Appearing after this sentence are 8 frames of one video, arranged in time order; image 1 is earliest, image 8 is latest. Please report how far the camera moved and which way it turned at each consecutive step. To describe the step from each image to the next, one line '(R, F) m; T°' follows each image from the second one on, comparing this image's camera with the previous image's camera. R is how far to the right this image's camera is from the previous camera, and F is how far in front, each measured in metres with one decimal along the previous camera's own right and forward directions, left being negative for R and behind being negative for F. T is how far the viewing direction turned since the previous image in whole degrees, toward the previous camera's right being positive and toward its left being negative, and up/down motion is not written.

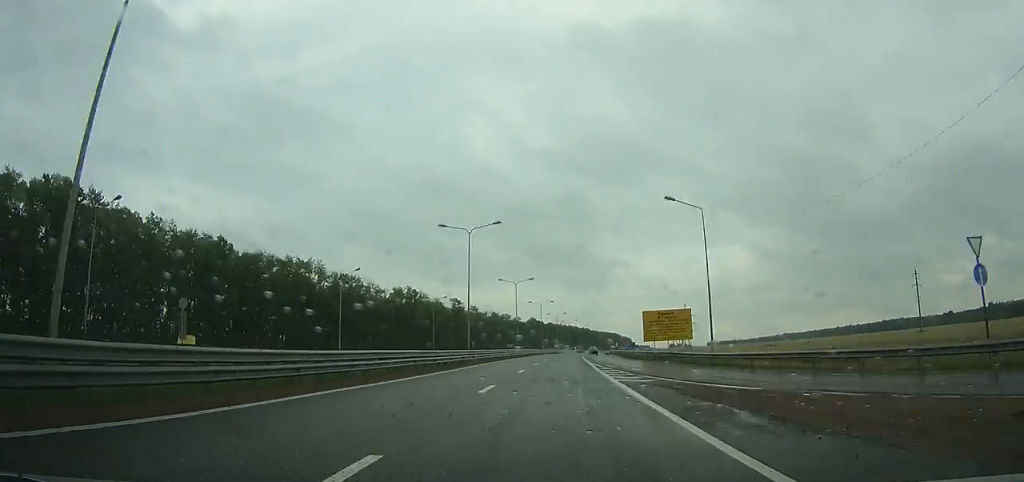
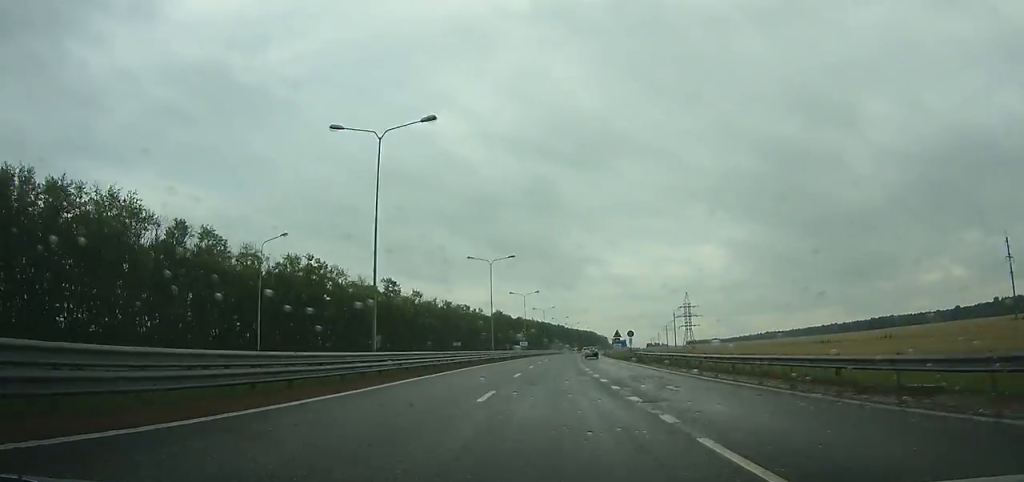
(+1.4, +62.4) m; +2°
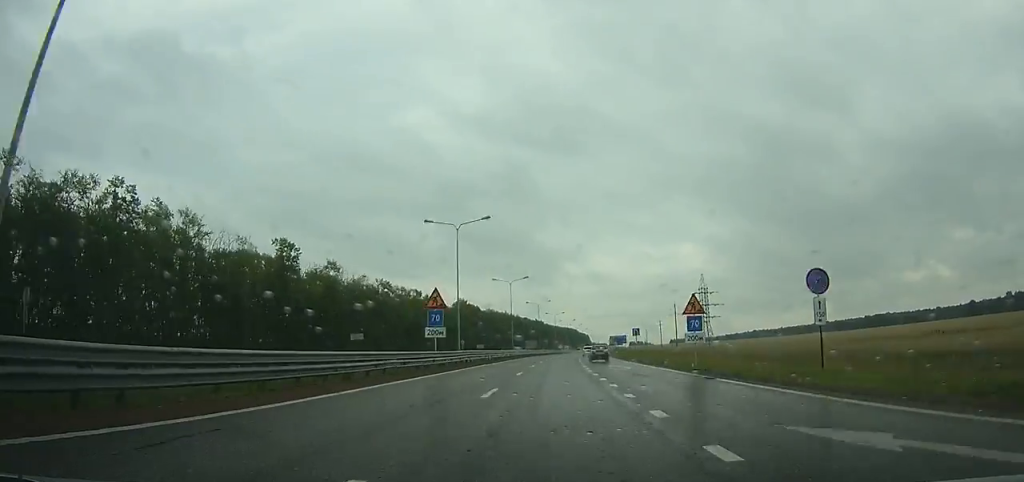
(+1.0, +59.4) m; +2°
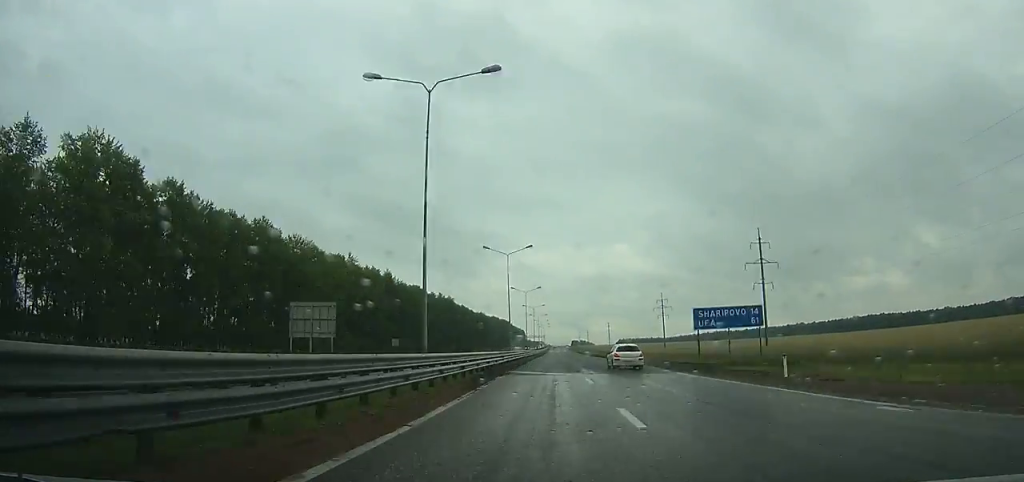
(+8.5, +184.8) m; +5°
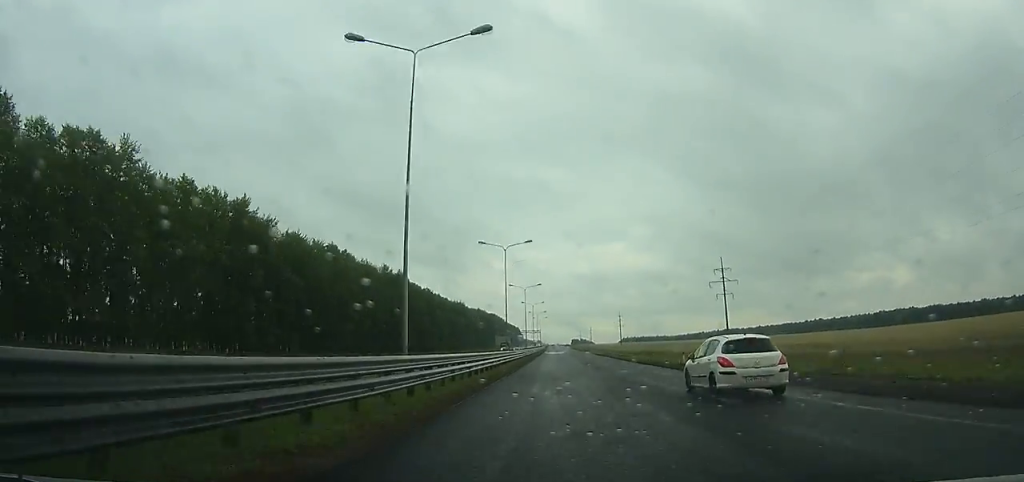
(+1.7, +82.9) m; +1°
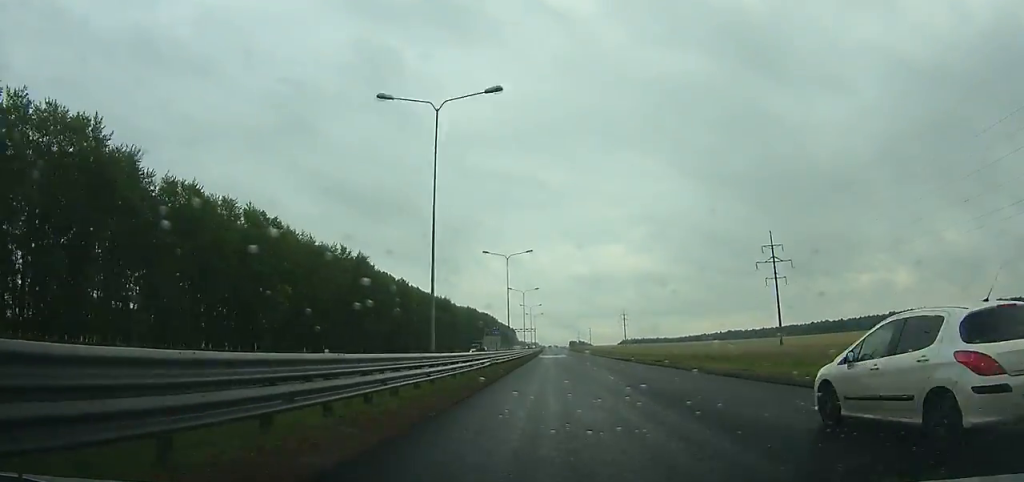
(+0.1, +34.6) m; 0°
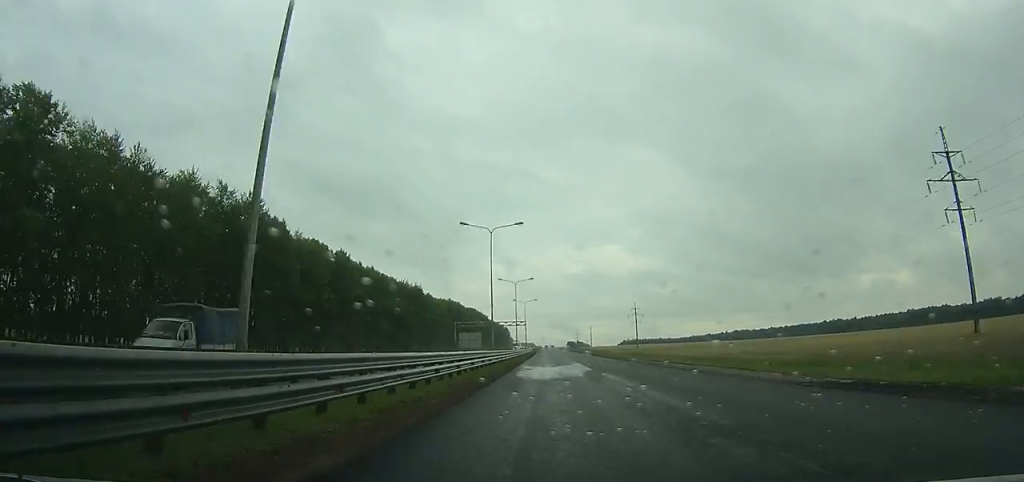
(+0.1, +52.7) m; 0°
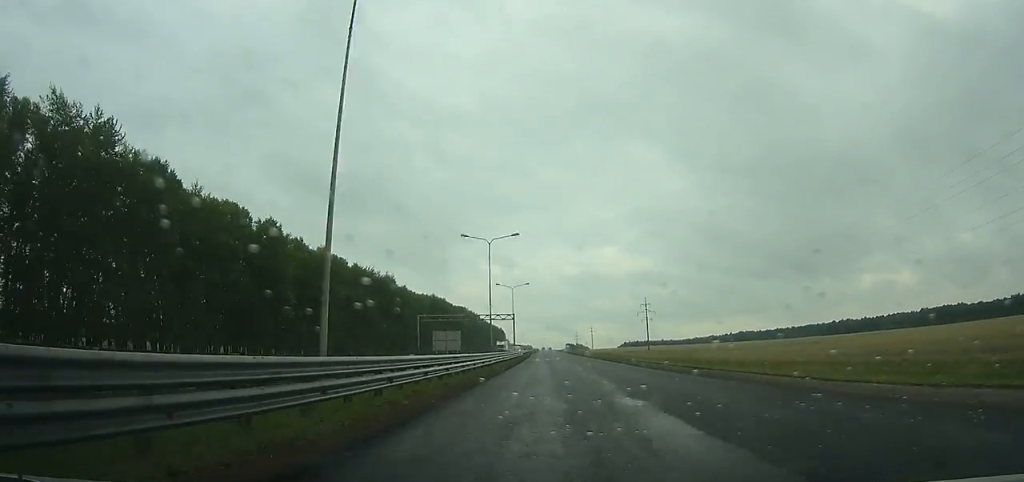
(-0.2, +35.2) m; 0°
